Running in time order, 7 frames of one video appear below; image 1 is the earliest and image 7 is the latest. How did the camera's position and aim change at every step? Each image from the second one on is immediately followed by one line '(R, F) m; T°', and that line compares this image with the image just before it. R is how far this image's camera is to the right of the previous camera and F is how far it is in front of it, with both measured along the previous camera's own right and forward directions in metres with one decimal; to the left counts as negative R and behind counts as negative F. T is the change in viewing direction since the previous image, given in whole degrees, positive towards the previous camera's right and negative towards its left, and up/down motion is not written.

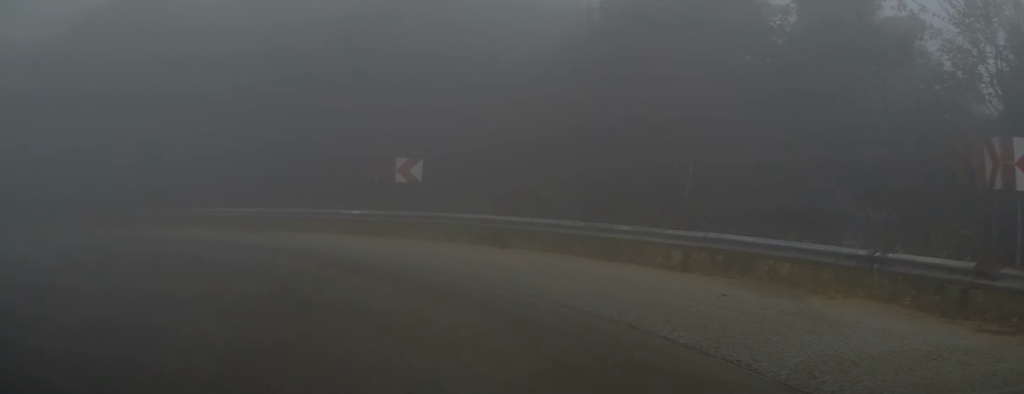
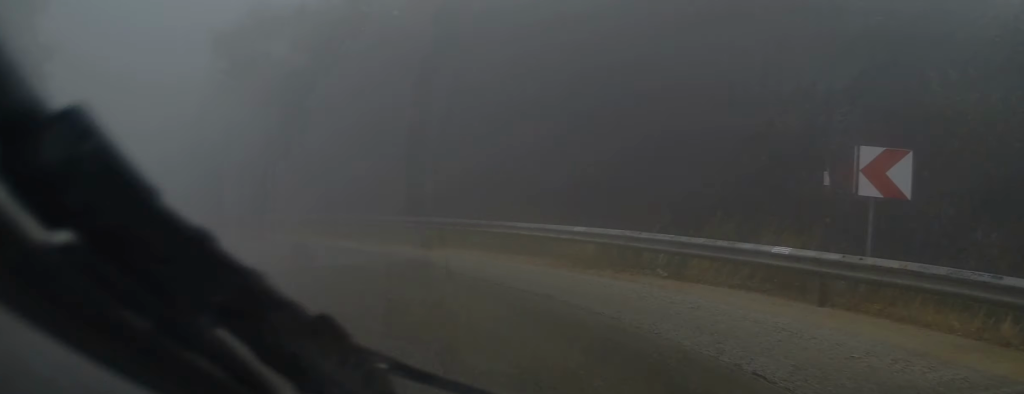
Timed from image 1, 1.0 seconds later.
(-1.7, +7.5) m; -25°
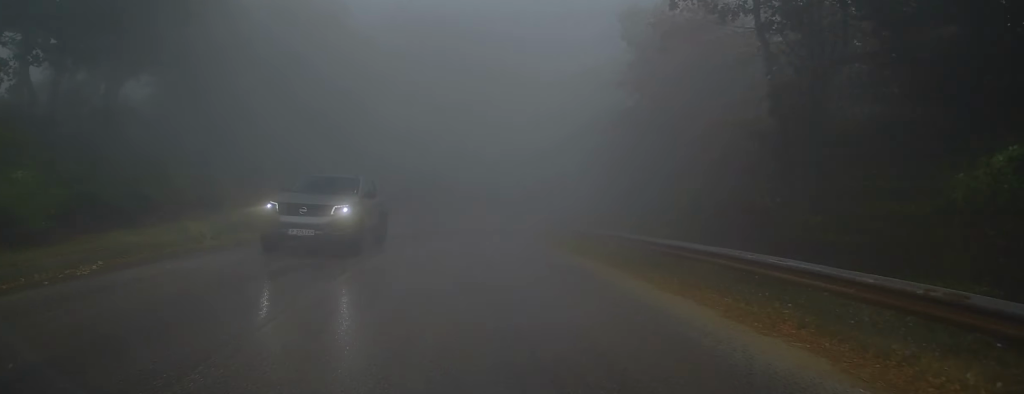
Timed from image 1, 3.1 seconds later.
(-5.6, +16.1) m; -27°
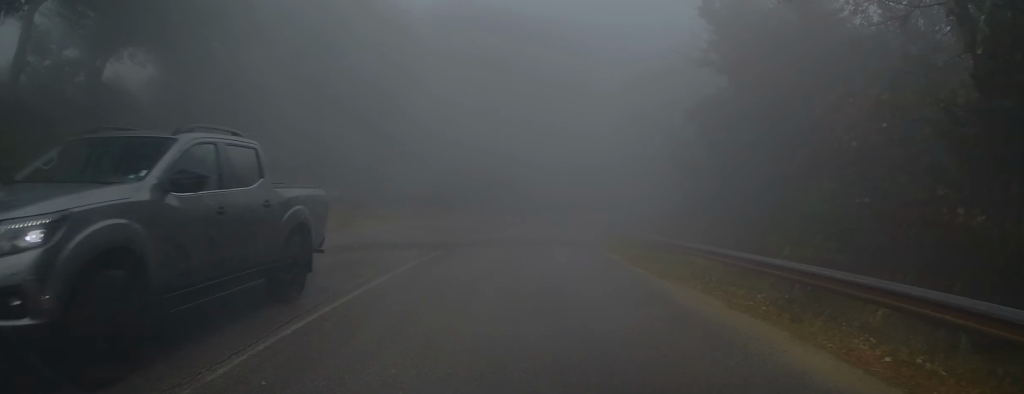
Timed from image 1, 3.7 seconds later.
(0.0, +4.7) m; 0°
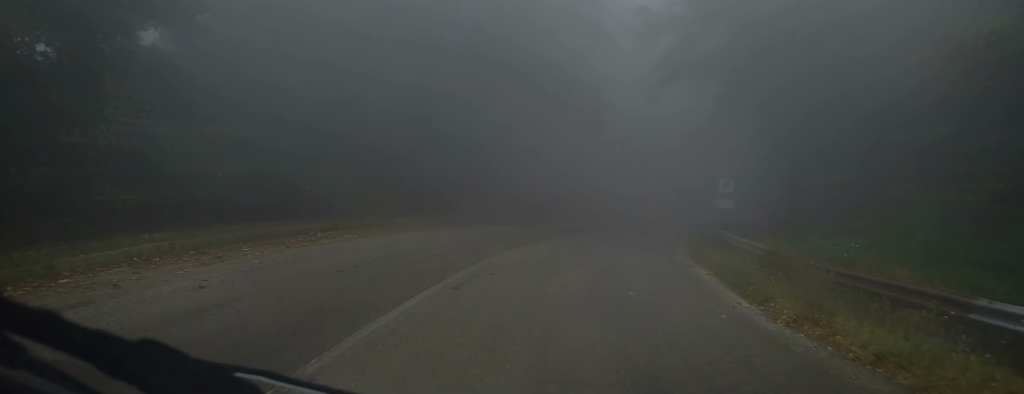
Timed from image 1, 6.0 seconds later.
(0.0, +22.1) m; +2°
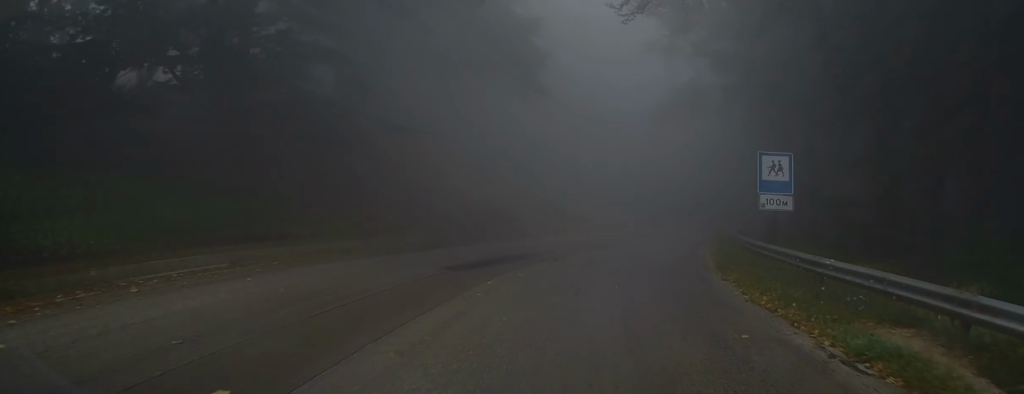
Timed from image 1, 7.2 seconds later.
(+0.5, +11.7) m; +6°
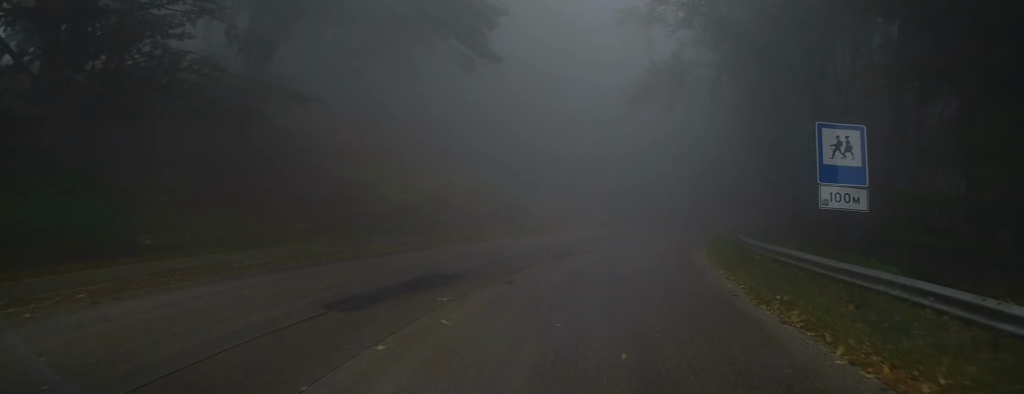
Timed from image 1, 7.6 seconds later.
(+0.2, +4.8) m; +2°
